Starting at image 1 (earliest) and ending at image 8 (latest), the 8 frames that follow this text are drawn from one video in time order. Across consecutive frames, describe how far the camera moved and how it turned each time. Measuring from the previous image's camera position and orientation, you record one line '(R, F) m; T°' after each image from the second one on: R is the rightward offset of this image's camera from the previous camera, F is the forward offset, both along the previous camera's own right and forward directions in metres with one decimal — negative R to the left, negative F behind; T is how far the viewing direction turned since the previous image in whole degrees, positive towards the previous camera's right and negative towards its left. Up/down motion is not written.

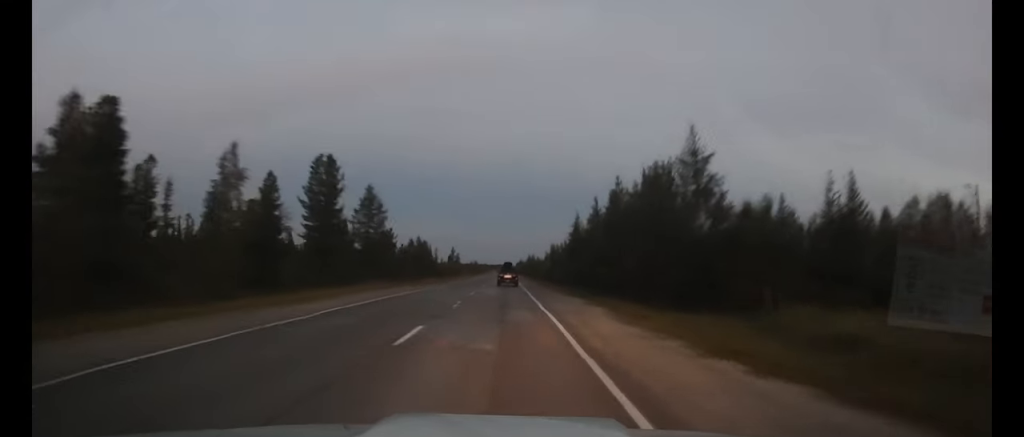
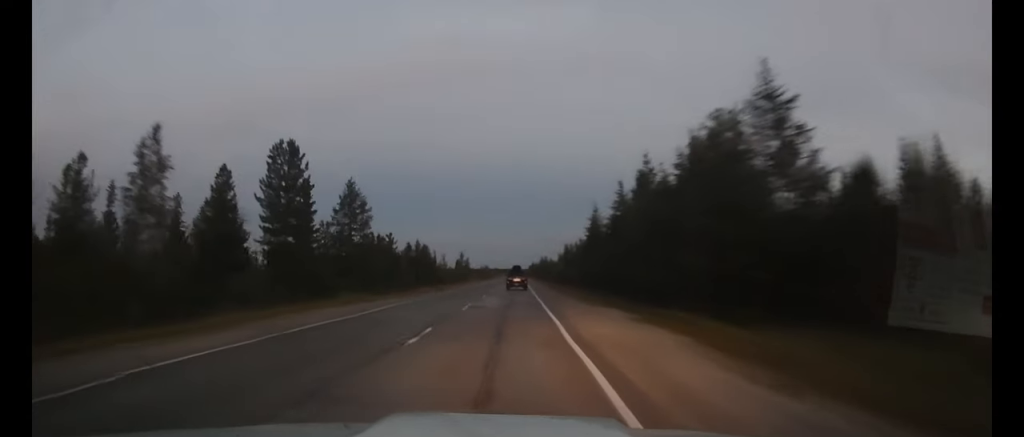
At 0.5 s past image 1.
(+0.1, +9.9) m; 0°
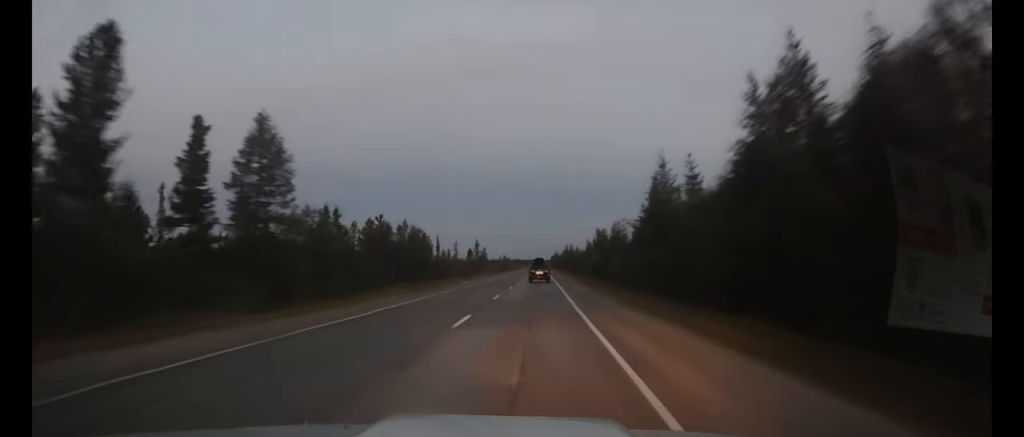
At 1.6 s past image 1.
(0.0, +23.1) m; -1°
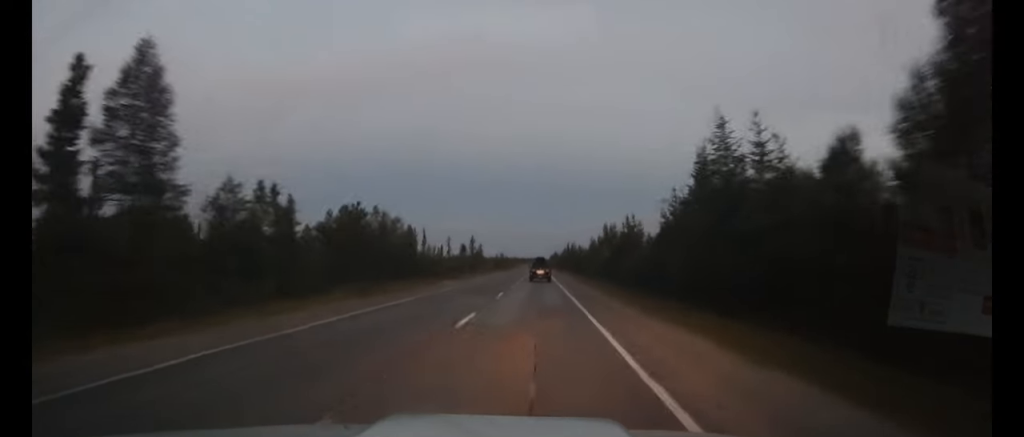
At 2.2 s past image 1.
(-0.1, +12.5) m; -1°
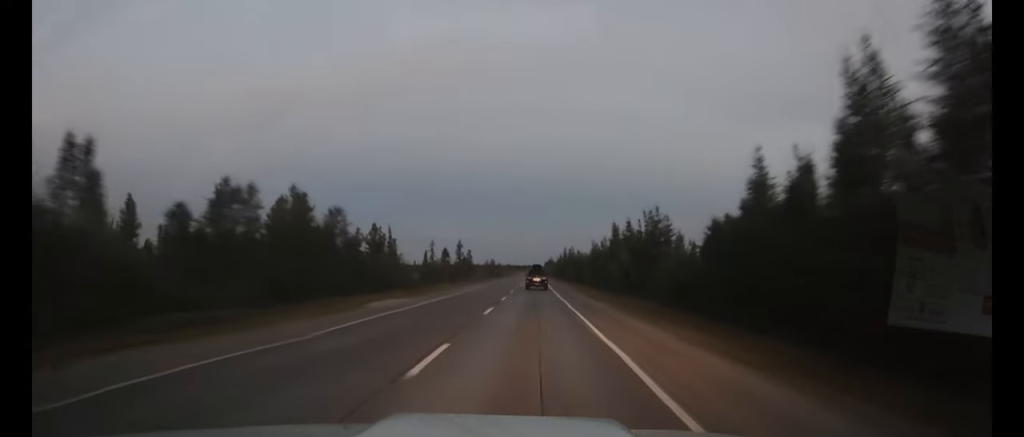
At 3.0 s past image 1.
(-0.2, +18.0) m; 0°
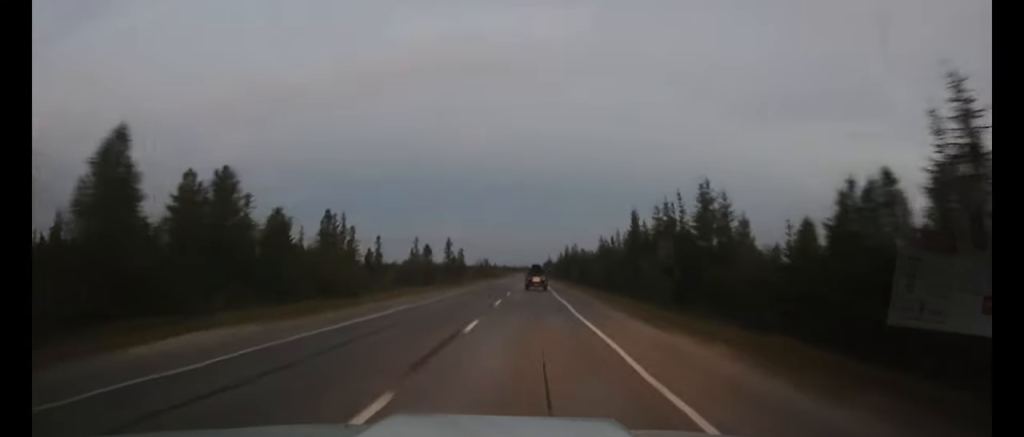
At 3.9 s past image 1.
(+0.1, +17.3) m; 0°
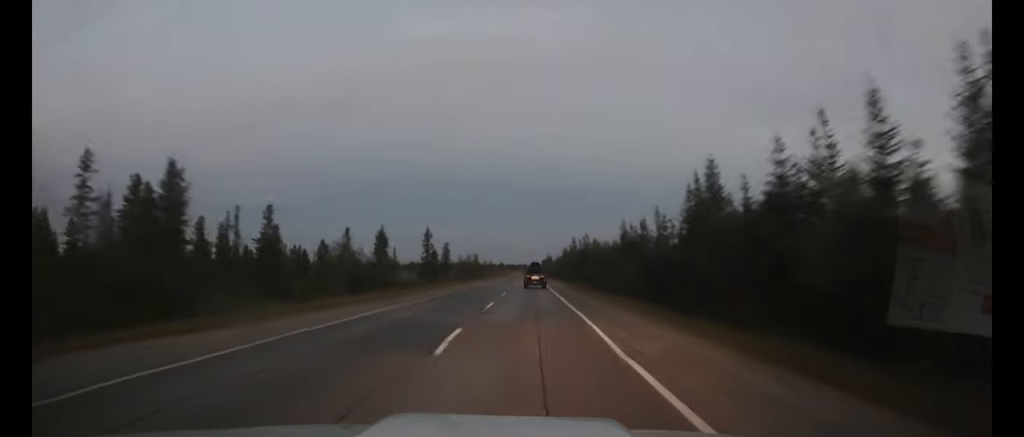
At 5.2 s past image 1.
(+0.1, +28.0) m; 0°
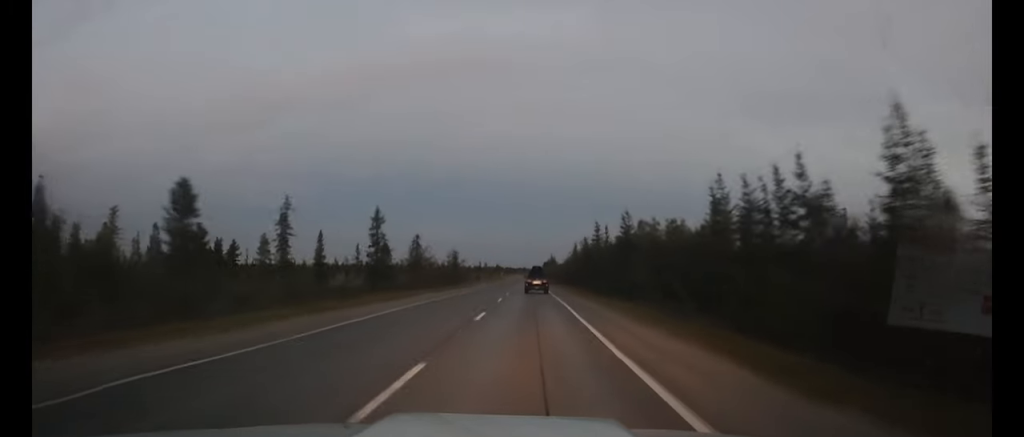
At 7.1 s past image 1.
(0.0, +40.0) m; 0°
